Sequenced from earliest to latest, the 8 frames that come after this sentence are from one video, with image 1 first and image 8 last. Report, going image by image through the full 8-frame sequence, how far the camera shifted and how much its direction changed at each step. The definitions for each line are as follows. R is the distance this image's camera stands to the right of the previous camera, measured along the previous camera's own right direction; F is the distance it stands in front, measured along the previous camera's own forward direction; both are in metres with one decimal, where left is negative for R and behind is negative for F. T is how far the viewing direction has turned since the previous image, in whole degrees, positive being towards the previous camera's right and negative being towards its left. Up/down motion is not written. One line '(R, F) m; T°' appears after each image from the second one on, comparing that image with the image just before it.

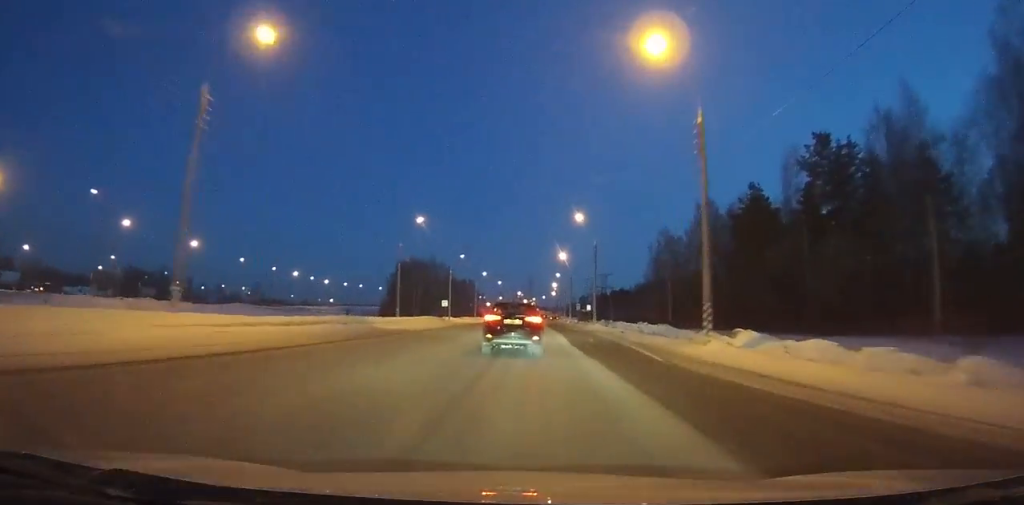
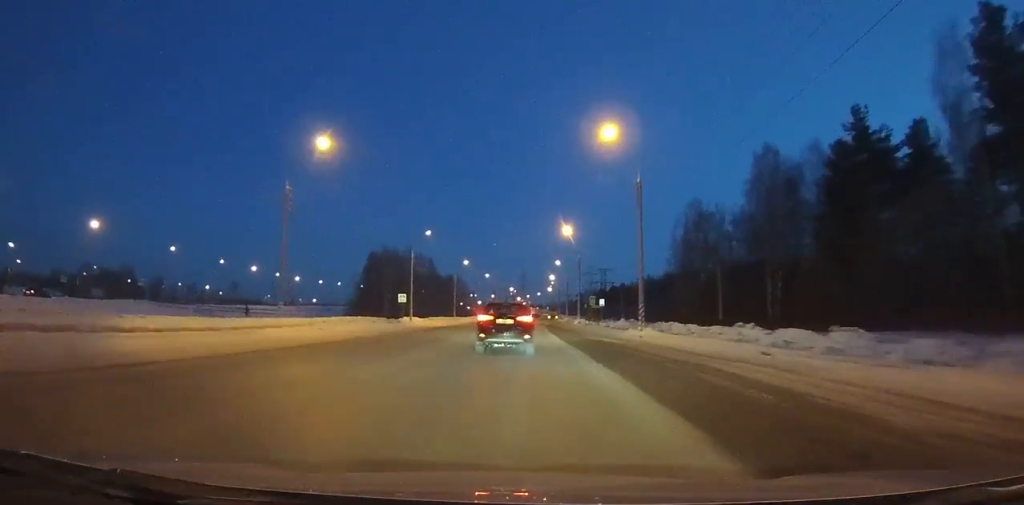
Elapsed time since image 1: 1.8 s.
(+0.1, +28.7) m; 0°
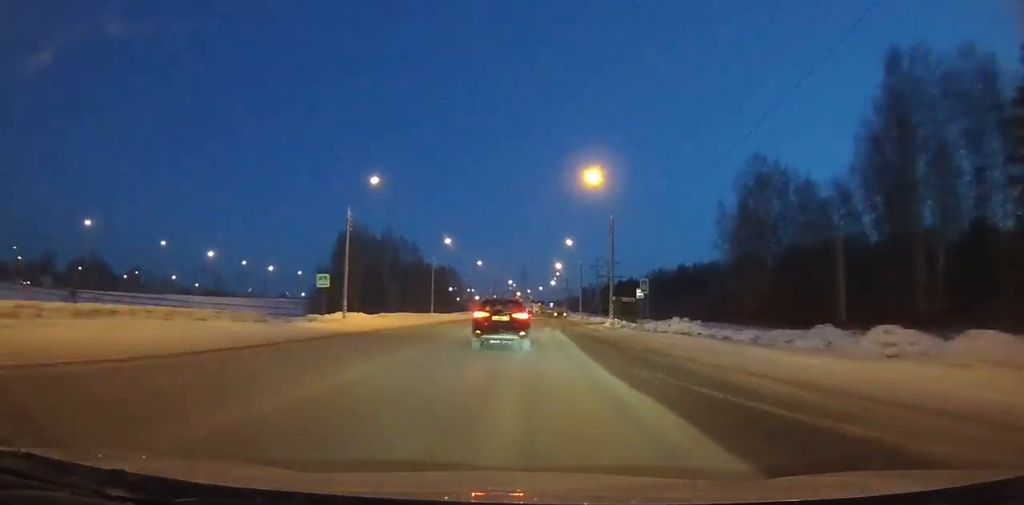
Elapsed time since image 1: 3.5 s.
(0.0, +26.7) m; 0°
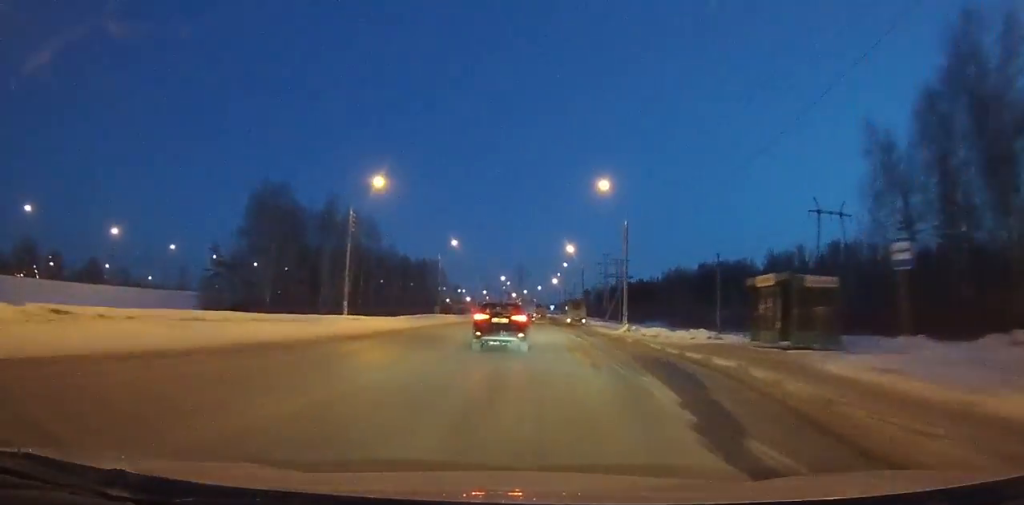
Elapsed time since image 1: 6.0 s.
(+0.2, +38.6) m; 0°
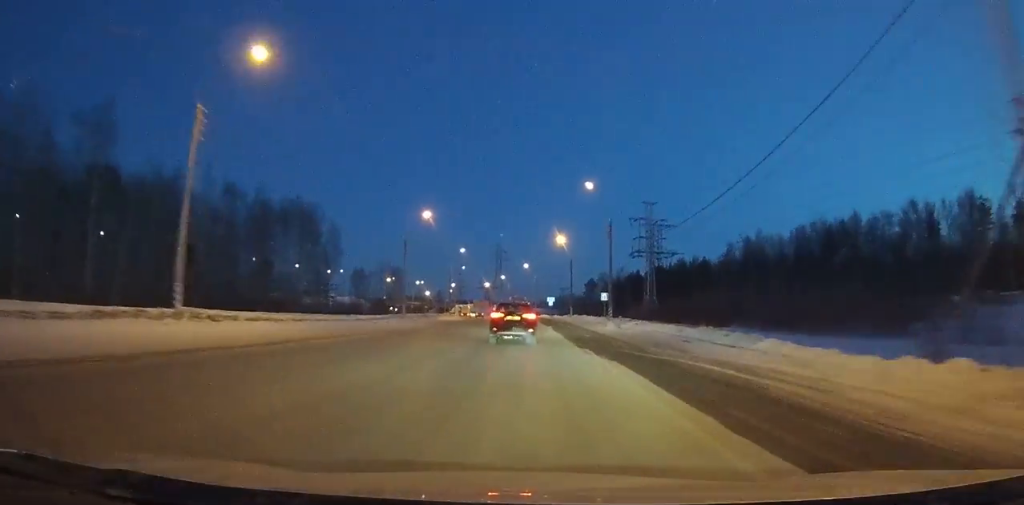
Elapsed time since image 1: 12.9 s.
(+1.0, +107.3) m; +1°
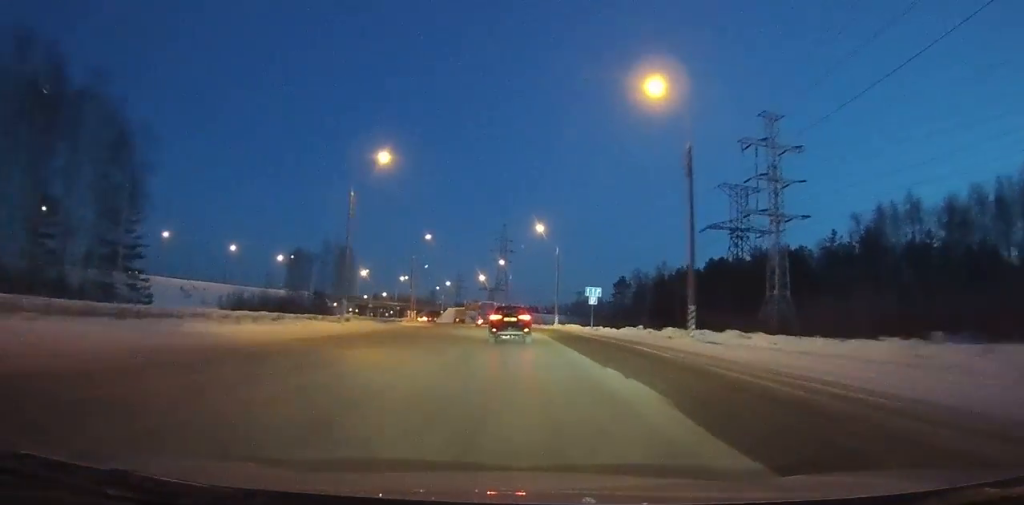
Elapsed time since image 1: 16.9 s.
(-1.2, +63.8) m; -4°
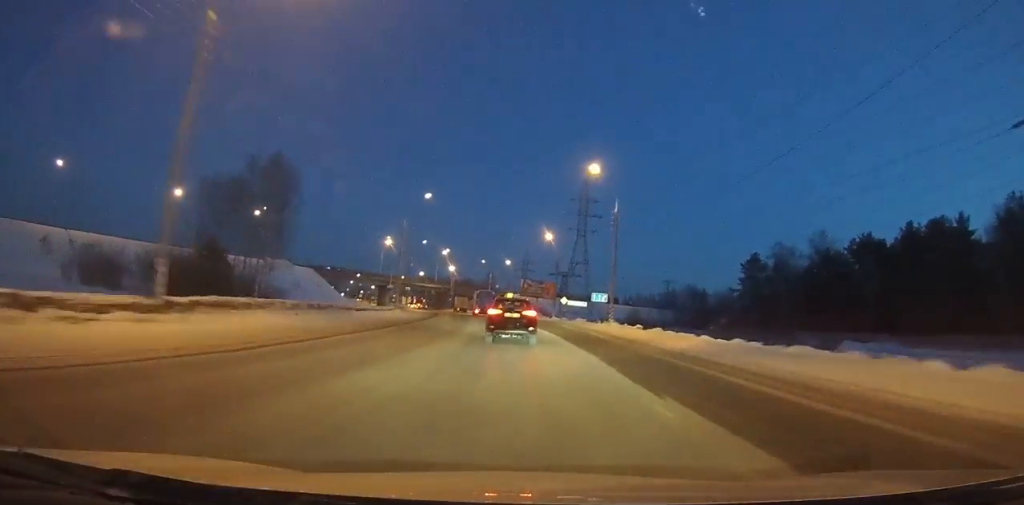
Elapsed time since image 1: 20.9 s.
(-3.4, +62.0) m; -6°
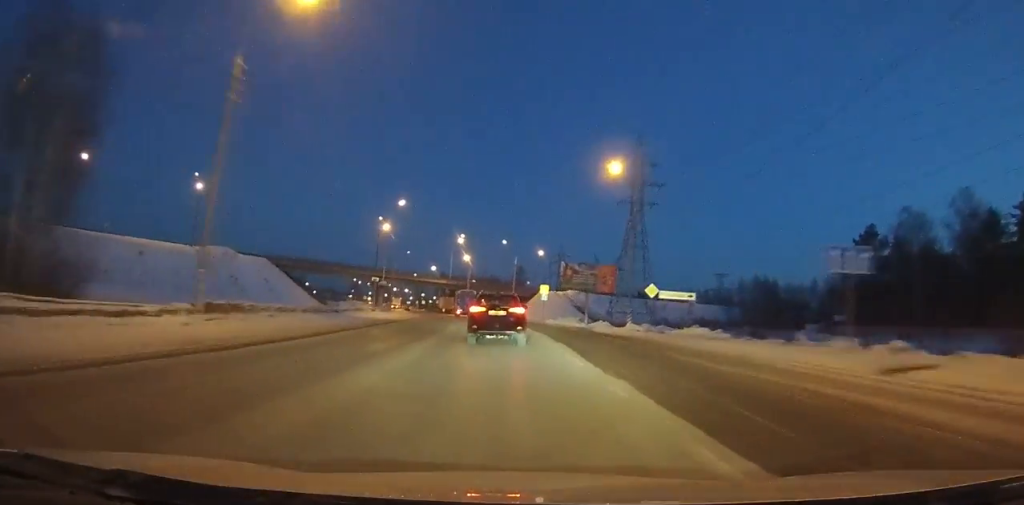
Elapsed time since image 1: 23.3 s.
(-1.2, +37.6) m; -4°
